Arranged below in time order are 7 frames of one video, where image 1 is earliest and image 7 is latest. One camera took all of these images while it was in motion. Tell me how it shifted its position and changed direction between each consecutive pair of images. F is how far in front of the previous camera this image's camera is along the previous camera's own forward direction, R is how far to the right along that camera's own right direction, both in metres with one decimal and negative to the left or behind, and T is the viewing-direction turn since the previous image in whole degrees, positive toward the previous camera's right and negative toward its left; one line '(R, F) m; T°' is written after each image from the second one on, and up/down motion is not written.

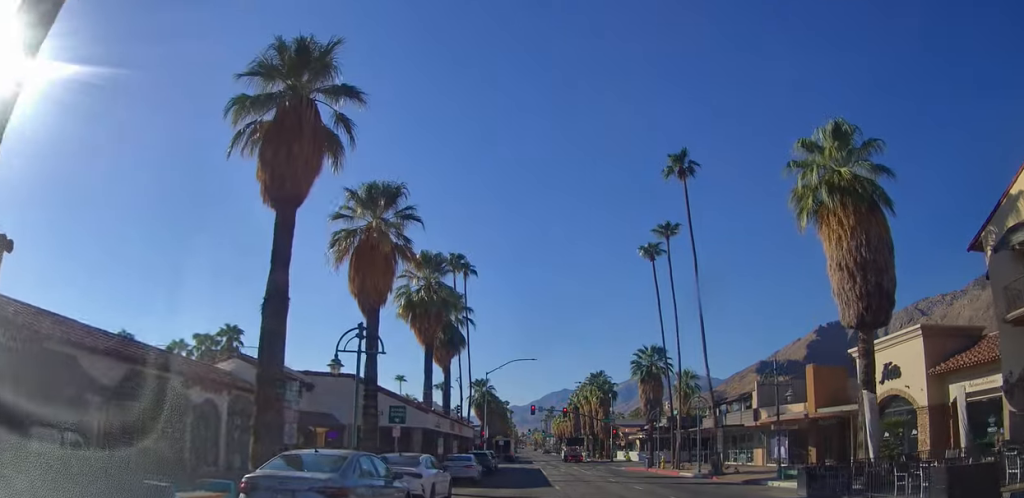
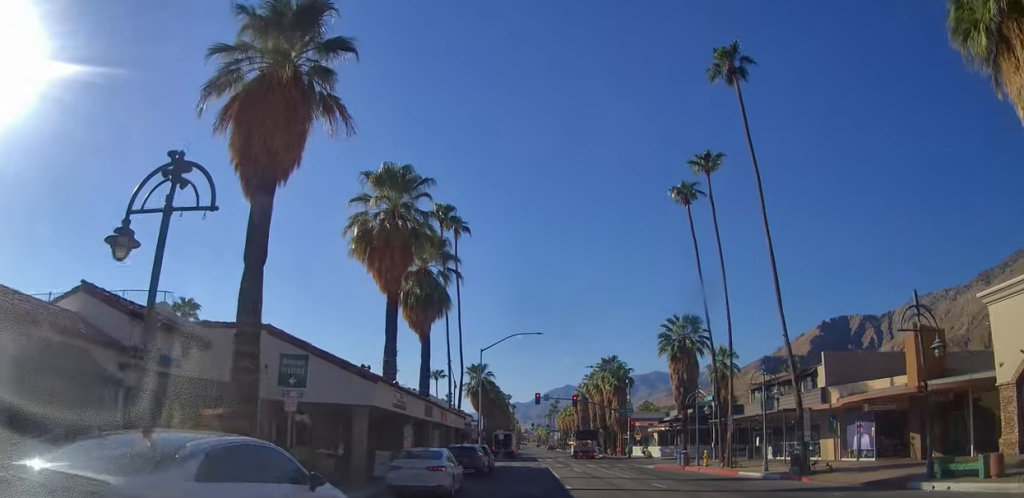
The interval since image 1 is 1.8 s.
(0.0, +11.2) m; 0°
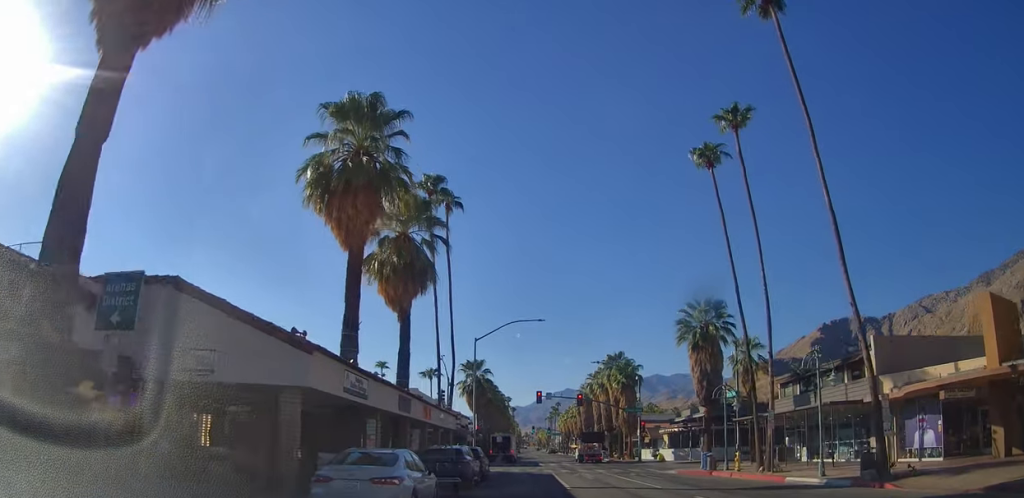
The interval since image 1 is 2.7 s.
(0.0, +5.7) m; 0°
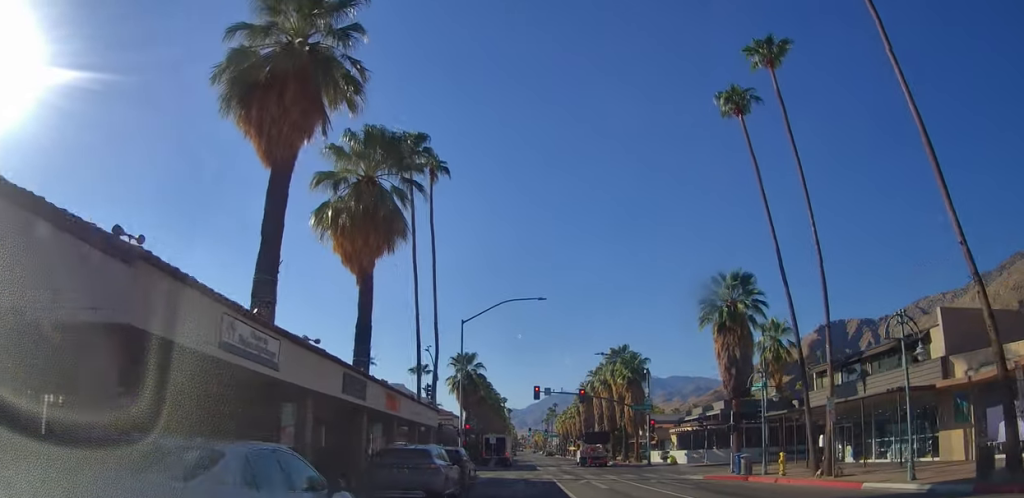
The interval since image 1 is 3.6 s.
(0.0, +5.7) m; 0°
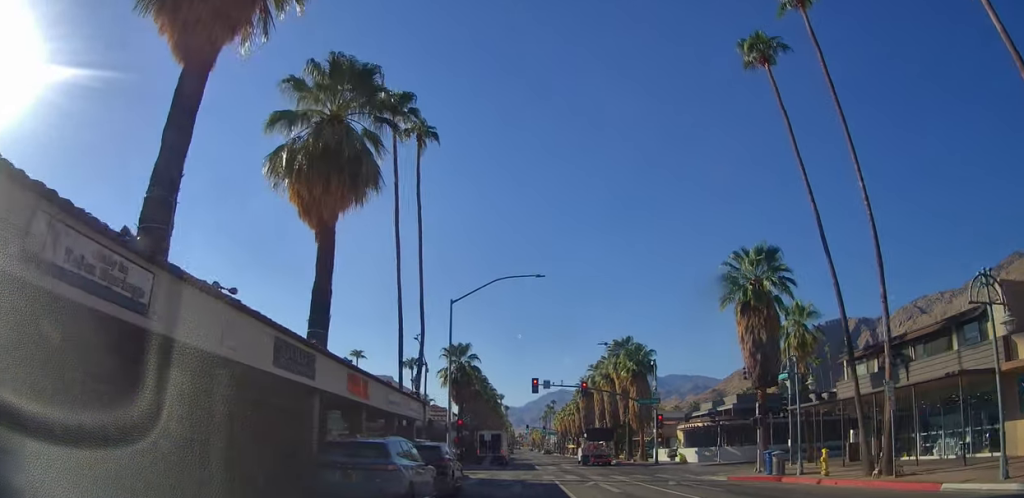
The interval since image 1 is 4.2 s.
(0.0, +3.7) m; 0°
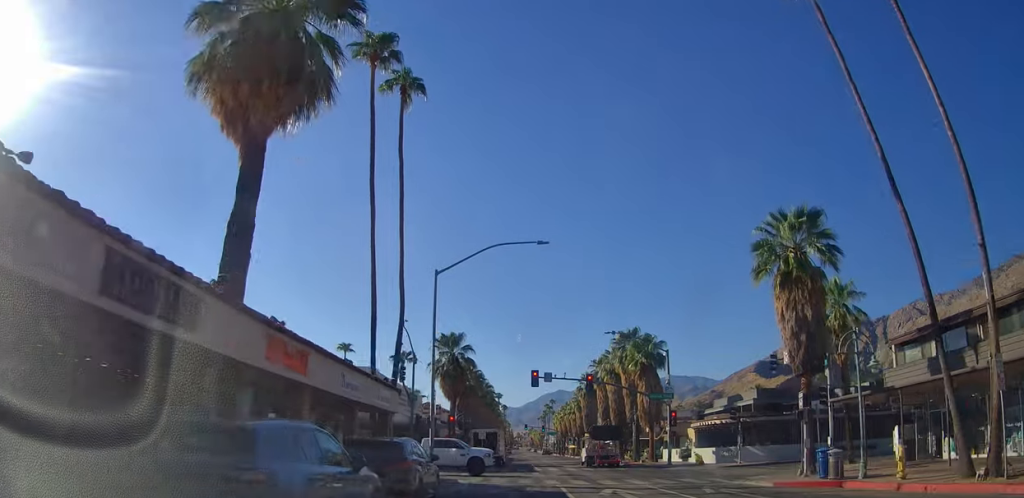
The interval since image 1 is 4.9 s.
(0.0, +4.9) m; 0°
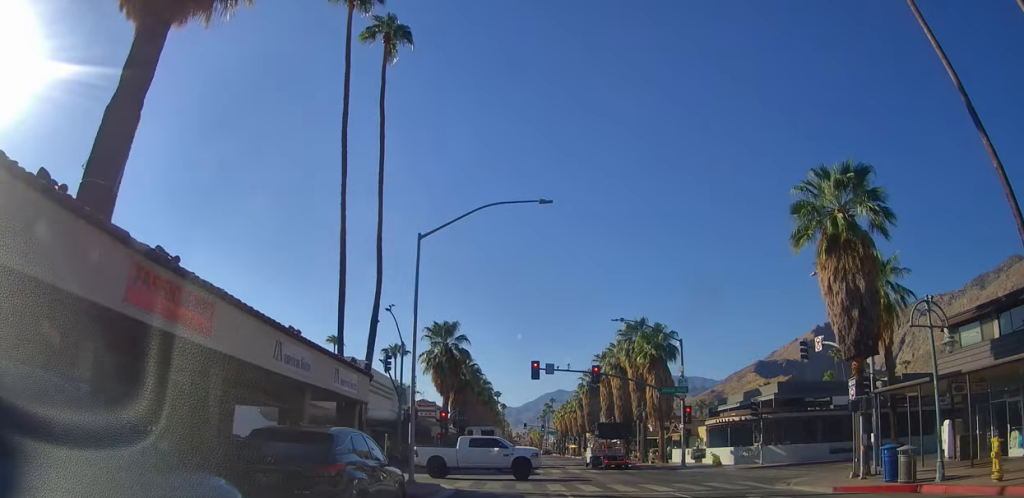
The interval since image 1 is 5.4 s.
(0.0, +4.3) m; 0°
